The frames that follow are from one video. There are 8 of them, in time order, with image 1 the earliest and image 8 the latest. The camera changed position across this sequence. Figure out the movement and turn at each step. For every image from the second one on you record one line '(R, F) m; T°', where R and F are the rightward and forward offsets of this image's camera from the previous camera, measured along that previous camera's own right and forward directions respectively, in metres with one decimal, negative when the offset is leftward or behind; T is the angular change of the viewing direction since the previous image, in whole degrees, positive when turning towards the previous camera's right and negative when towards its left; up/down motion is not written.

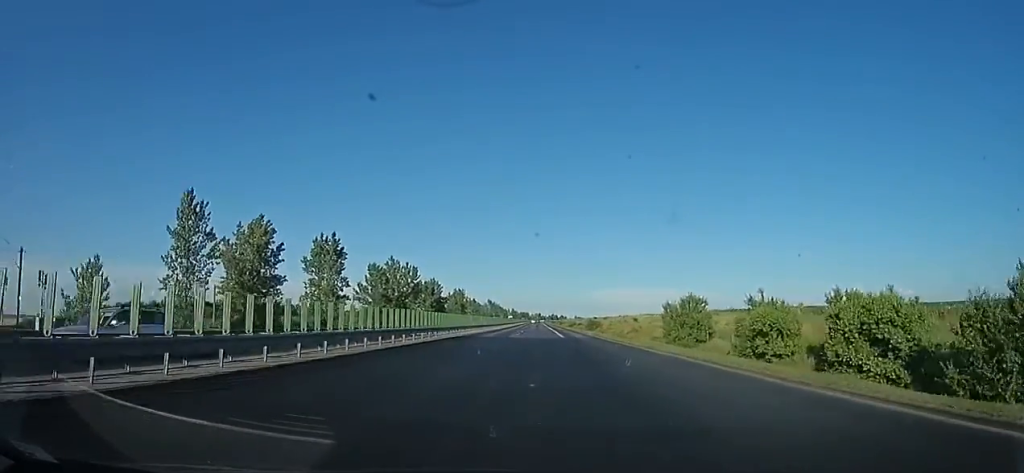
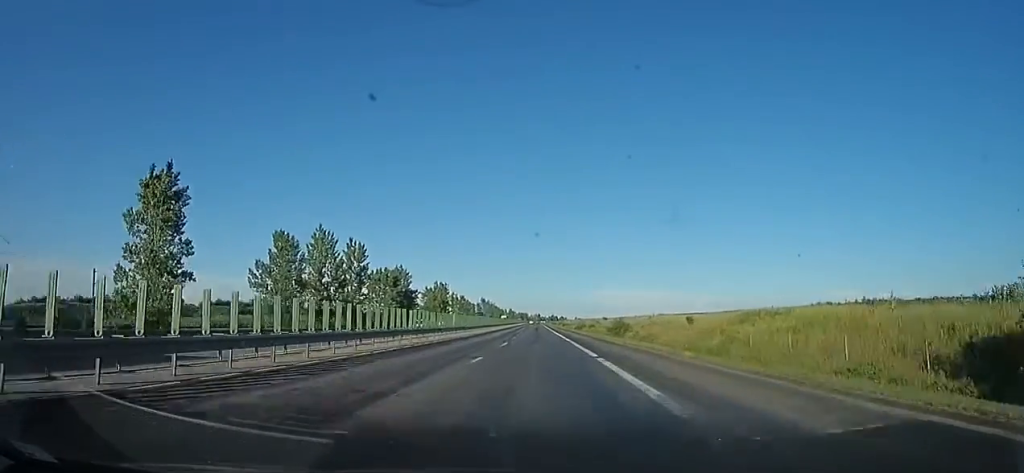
(-0.6, +32.0) m; +1°
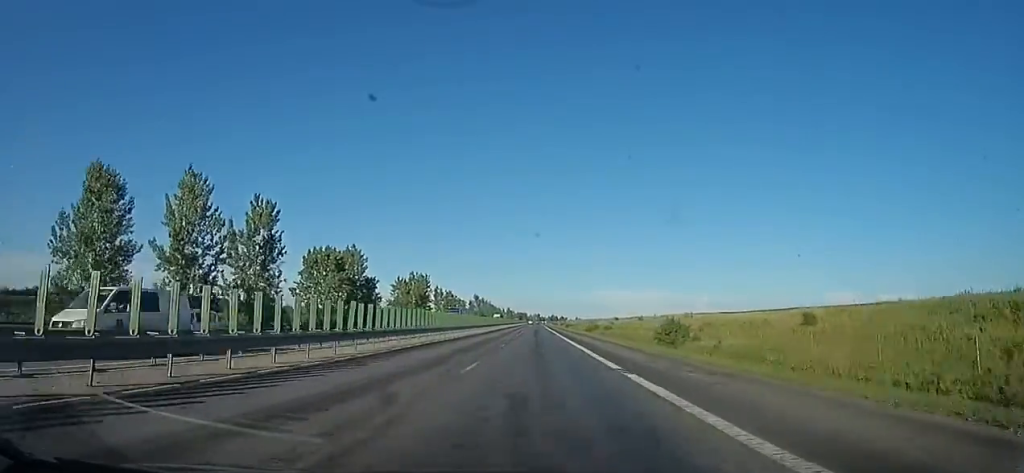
(+0.8, +26.3) m; +2°
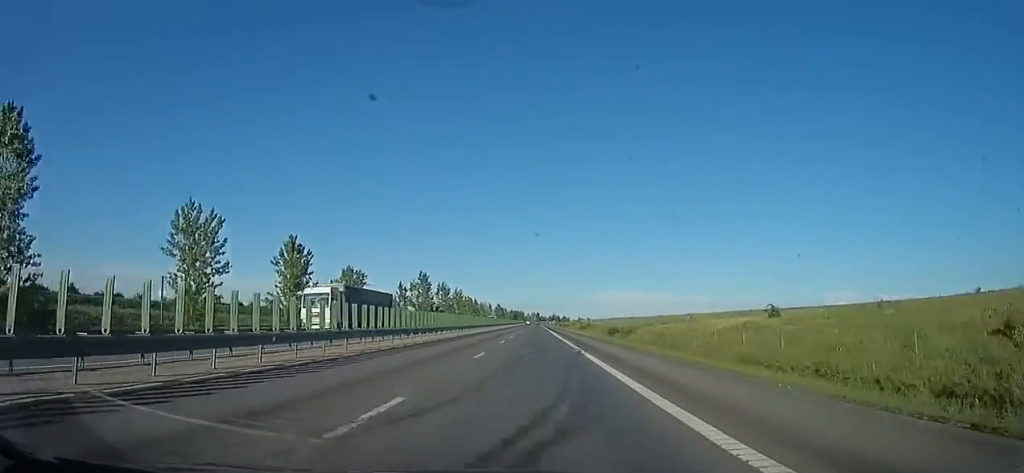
(-2.9, +103.4) m; -1°
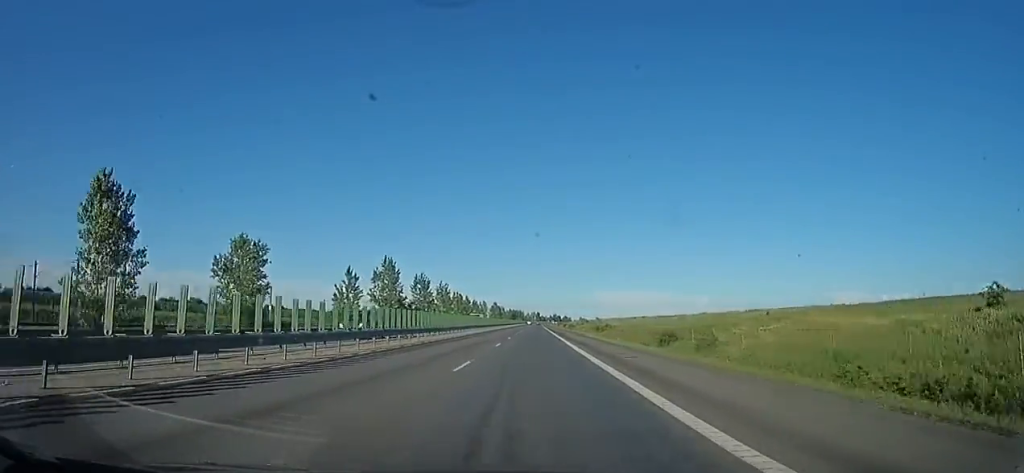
(+0.4, +28.6) m; 0°
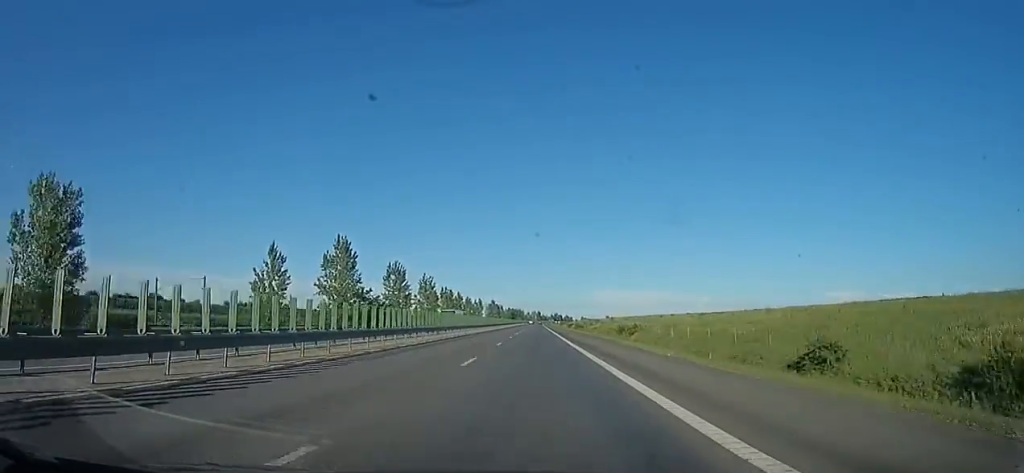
(+0.3, +22.9) m; -1°
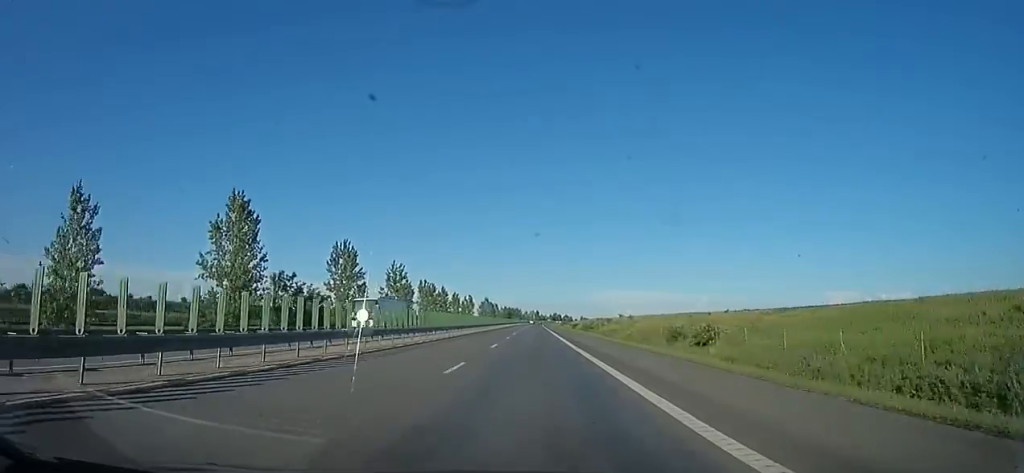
(-0.9, +26.3) m; 0°
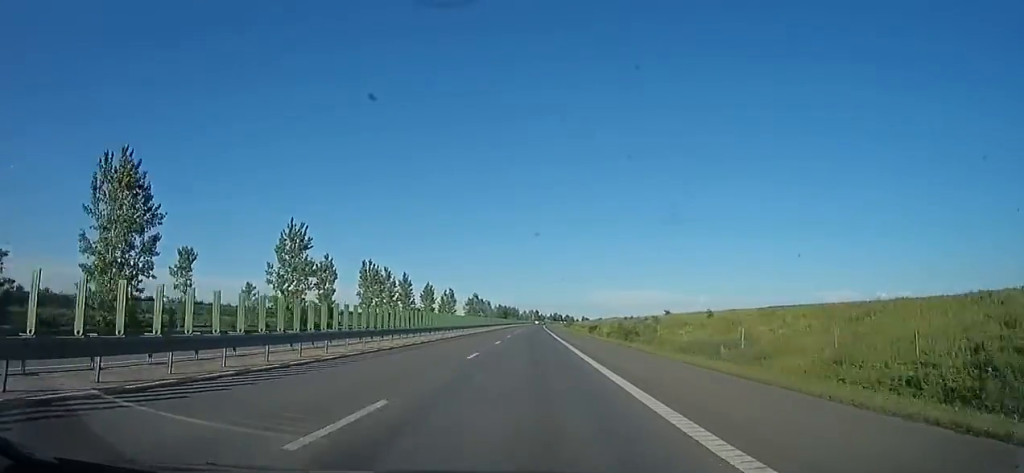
(+0.7, +43.4) m; +1°
